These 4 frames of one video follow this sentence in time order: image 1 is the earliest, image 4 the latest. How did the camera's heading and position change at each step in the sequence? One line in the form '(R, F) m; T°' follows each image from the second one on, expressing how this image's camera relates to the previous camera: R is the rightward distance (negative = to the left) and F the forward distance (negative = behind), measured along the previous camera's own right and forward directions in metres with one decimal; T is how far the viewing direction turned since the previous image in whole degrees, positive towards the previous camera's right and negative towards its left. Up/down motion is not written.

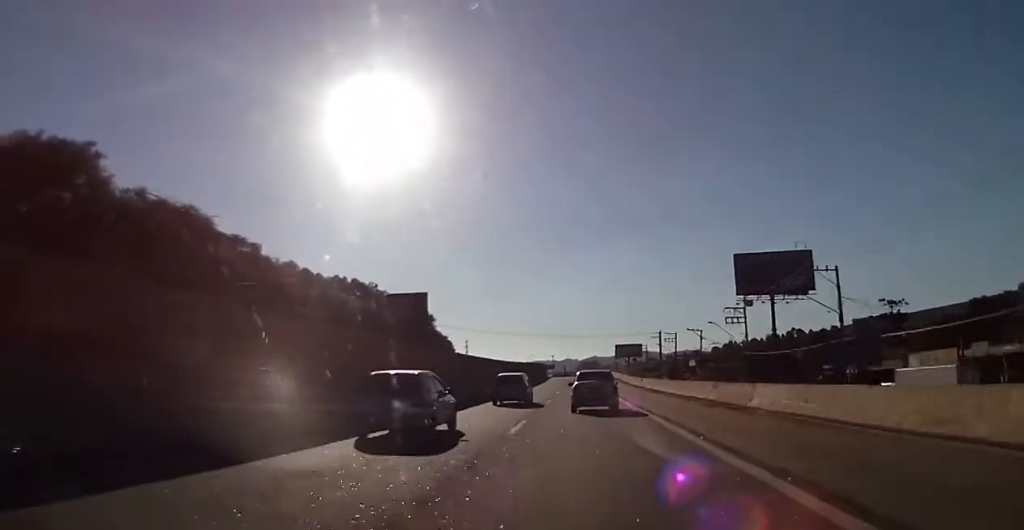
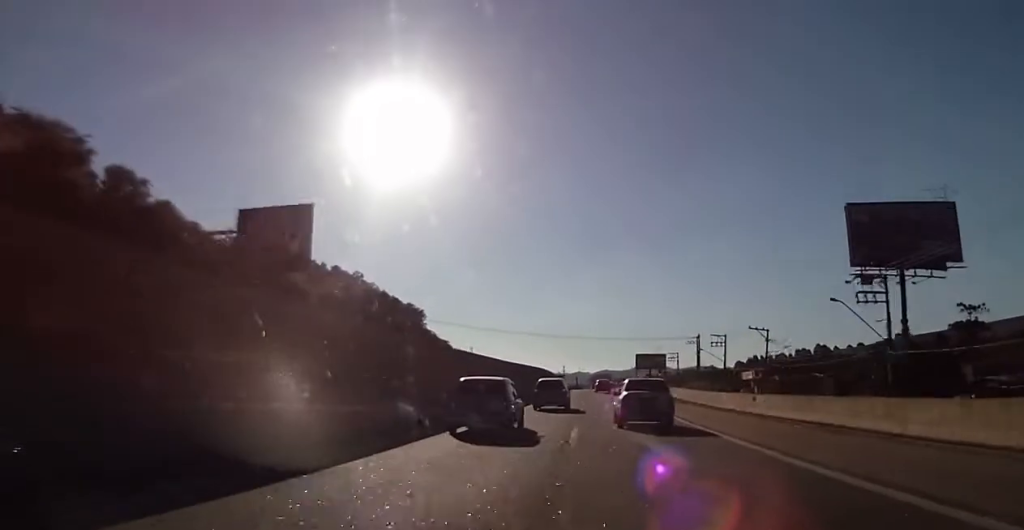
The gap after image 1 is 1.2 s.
(+0.1, +33.9) m; -1°
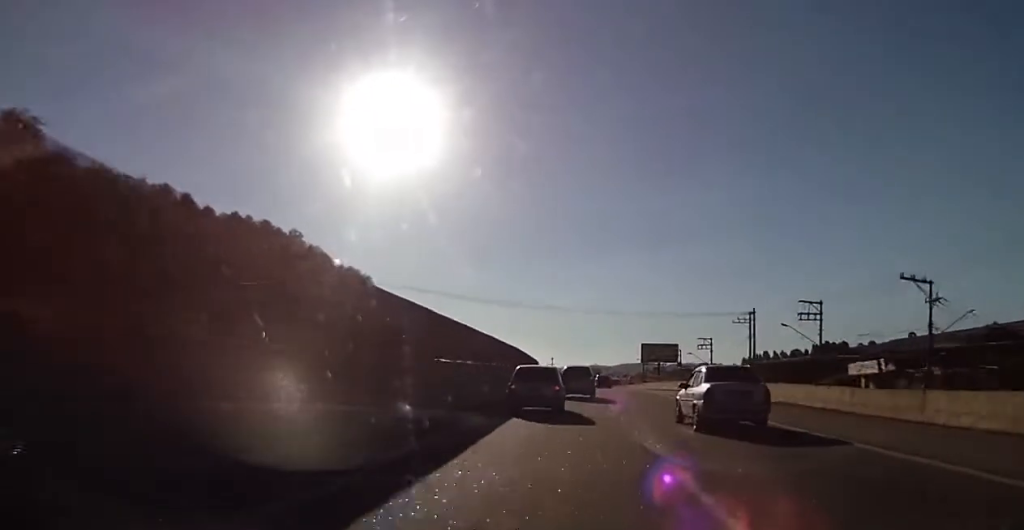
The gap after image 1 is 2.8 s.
(-0.7, +42.9) m; 0°
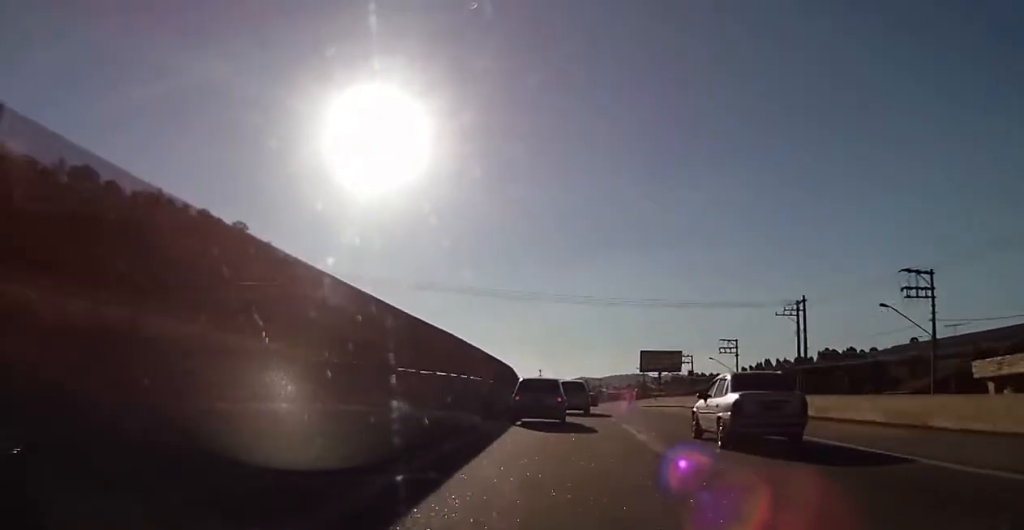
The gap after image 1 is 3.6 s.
(+0.3, +23.2) m; 0°
